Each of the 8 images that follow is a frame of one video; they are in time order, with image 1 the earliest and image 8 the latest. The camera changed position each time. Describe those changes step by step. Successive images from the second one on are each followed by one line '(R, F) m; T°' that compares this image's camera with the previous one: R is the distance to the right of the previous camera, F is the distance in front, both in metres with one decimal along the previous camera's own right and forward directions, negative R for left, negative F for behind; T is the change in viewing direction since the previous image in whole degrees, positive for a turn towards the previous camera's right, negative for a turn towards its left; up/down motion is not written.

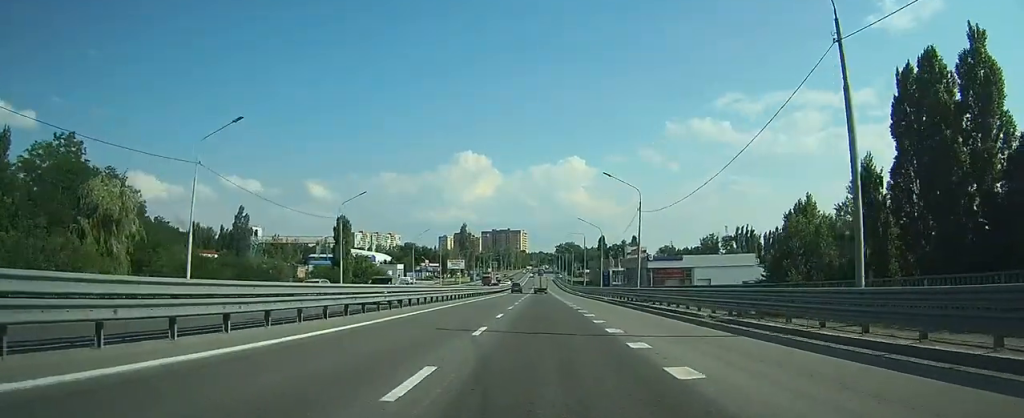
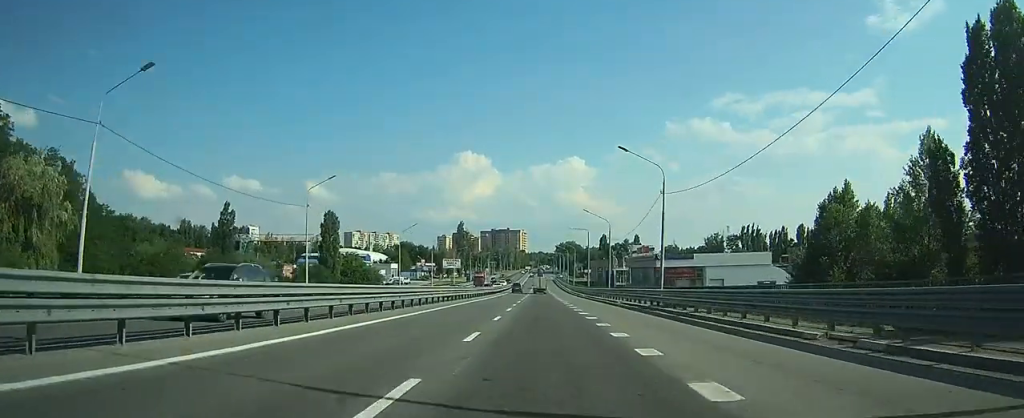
(-0.1, +9.6) m; 0°
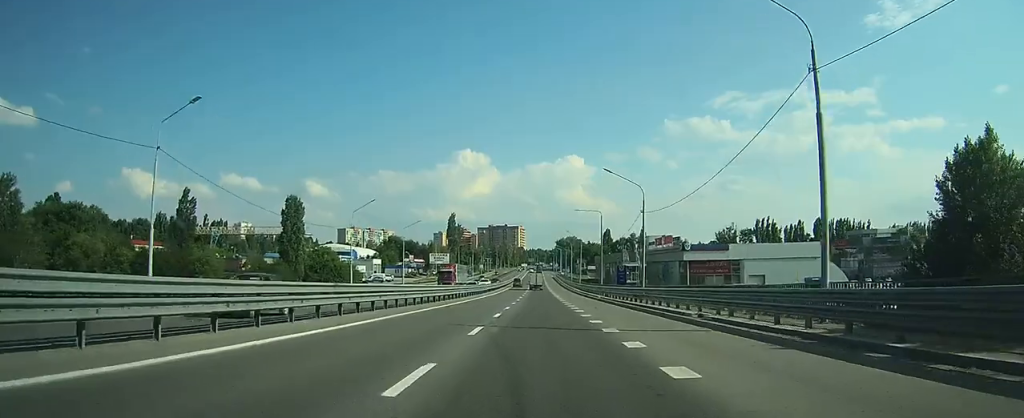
(+0.2, +23.1) m; 0°
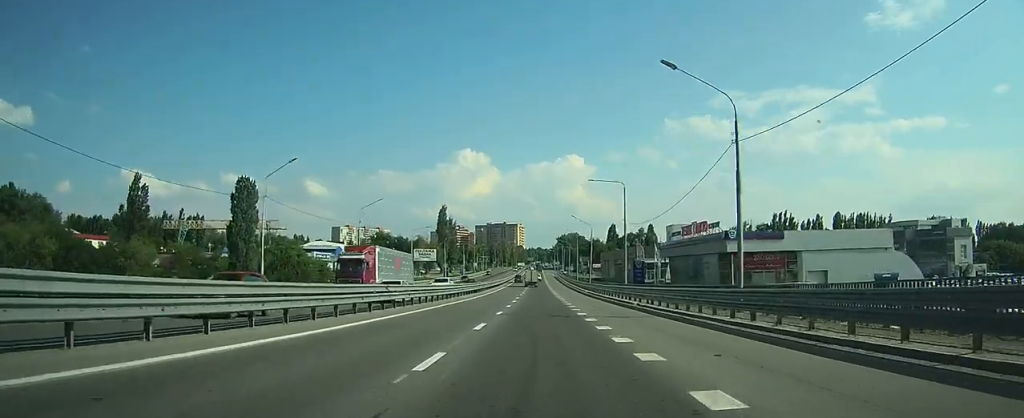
(0.0, +22.2) m; 0°
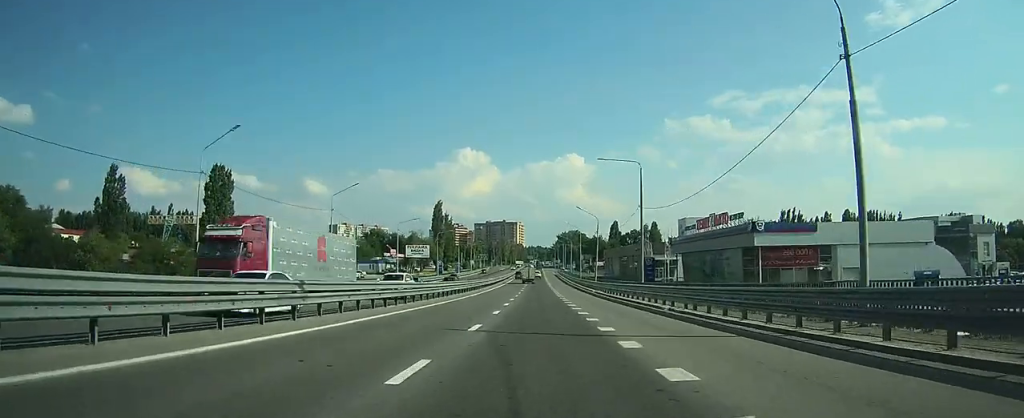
(-0.1, +9.4) m; 0°
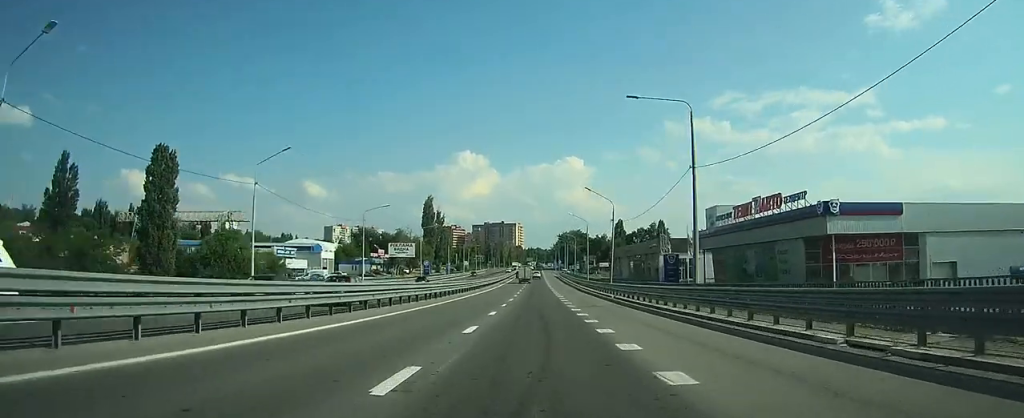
(0.0, +16.8) m; 0°
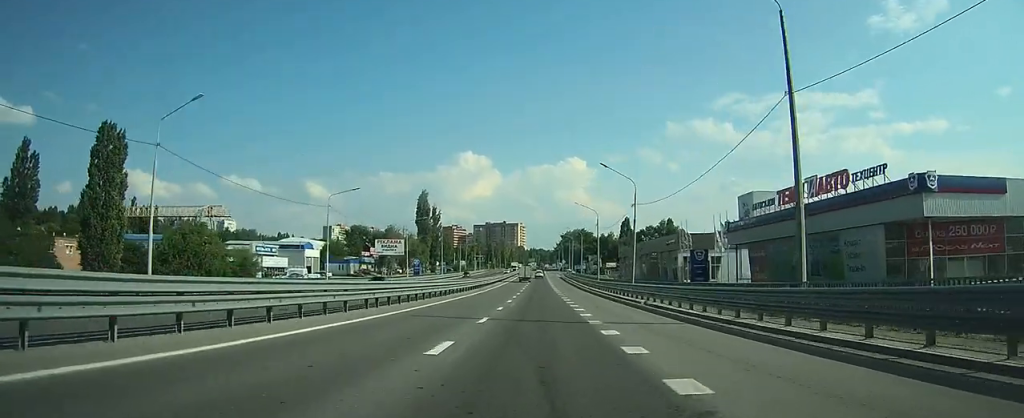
(0.0, +12.7) m; 0°
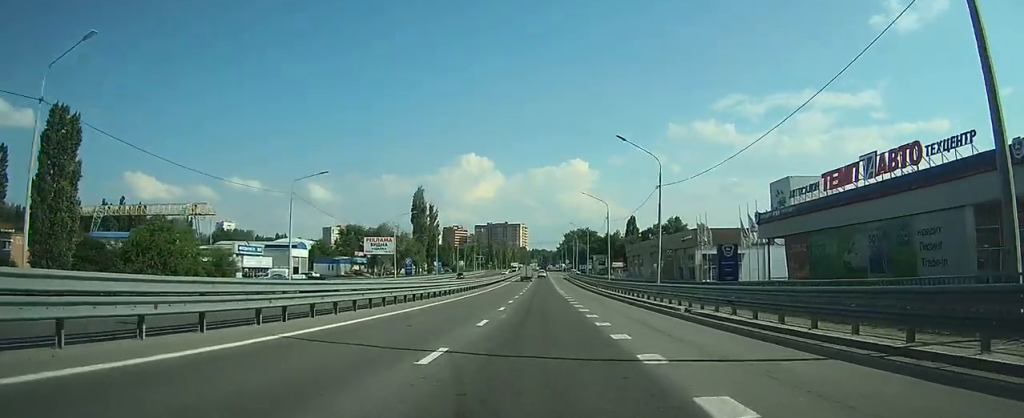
(0.0, +9.4) m; 0°
